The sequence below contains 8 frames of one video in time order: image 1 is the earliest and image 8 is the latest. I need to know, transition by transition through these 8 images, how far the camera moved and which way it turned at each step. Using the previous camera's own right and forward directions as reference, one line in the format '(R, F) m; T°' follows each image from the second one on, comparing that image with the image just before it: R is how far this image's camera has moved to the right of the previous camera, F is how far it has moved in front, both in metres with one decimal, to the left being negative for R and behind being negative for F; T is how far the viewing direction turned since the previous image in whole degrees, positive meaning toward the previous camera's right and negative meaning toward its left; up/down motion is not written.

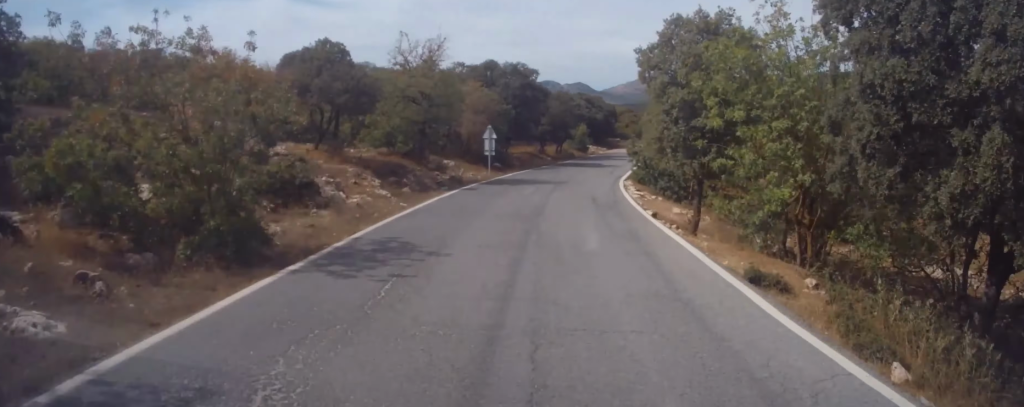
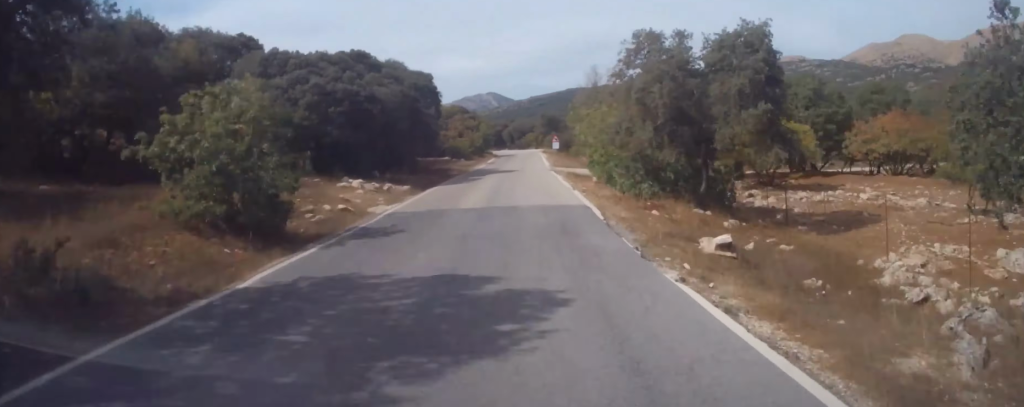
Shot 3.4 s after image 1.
(+1.5, +51.0) m; -3°
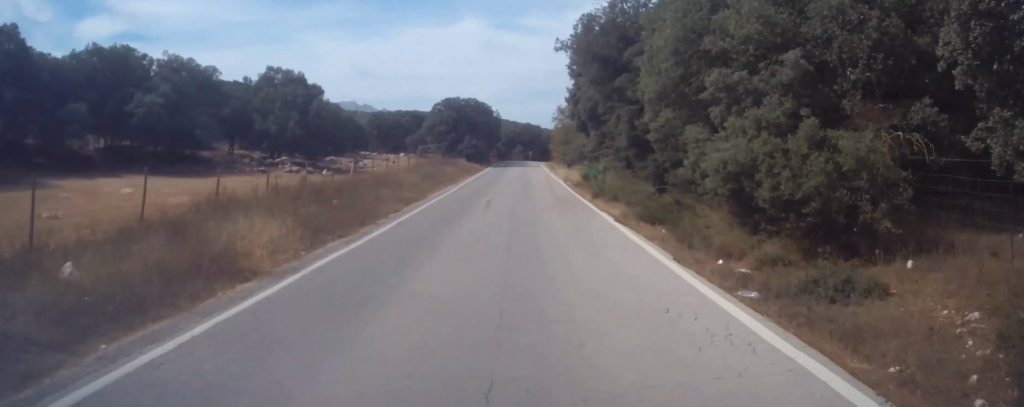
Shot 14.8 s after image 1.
(-36.0, +176.4) m; -14°
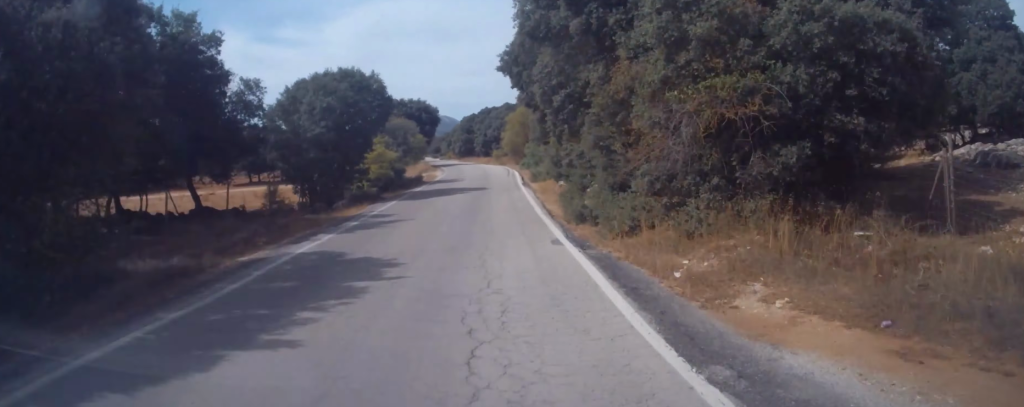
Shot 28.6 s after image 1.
(+16.3, +225.1) m; +5°
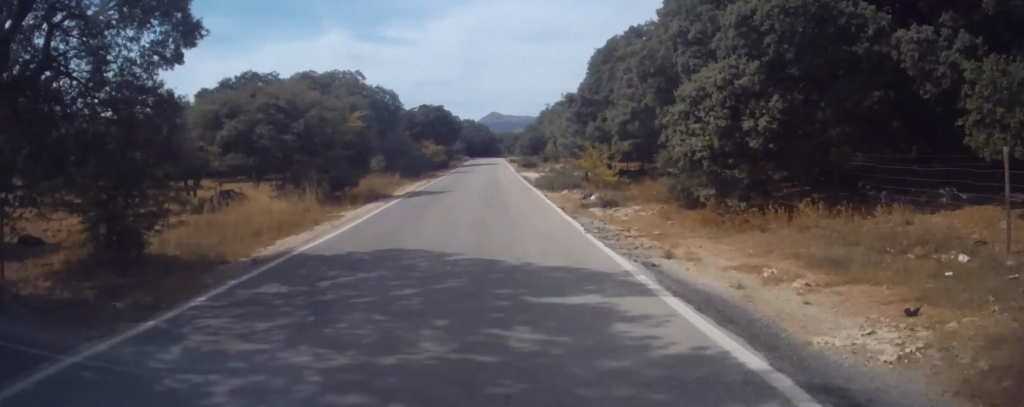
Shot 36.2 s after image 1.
(-4.4, +130.9) m; 0°
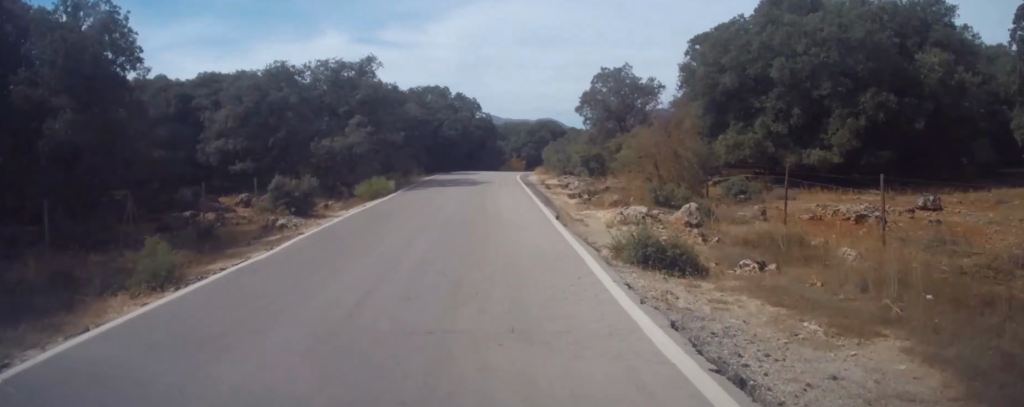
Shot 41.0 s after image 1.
(+1.9, +80.6) m; +4°
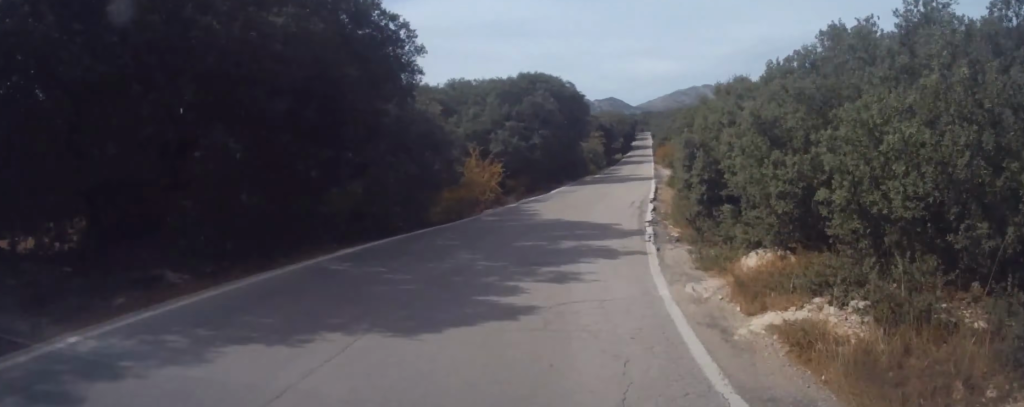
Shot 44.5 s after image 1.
(+1.3, +57.1) m; +5°
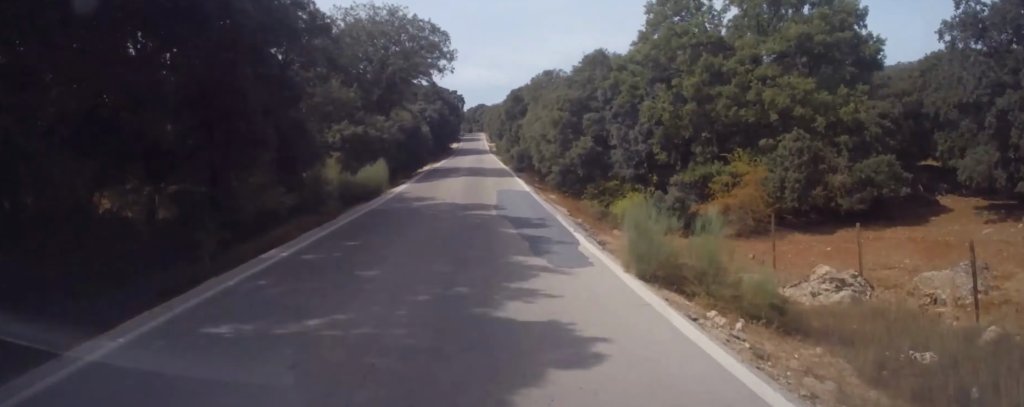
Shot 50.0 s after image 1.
(+6.5, +104.9) m; +2°
